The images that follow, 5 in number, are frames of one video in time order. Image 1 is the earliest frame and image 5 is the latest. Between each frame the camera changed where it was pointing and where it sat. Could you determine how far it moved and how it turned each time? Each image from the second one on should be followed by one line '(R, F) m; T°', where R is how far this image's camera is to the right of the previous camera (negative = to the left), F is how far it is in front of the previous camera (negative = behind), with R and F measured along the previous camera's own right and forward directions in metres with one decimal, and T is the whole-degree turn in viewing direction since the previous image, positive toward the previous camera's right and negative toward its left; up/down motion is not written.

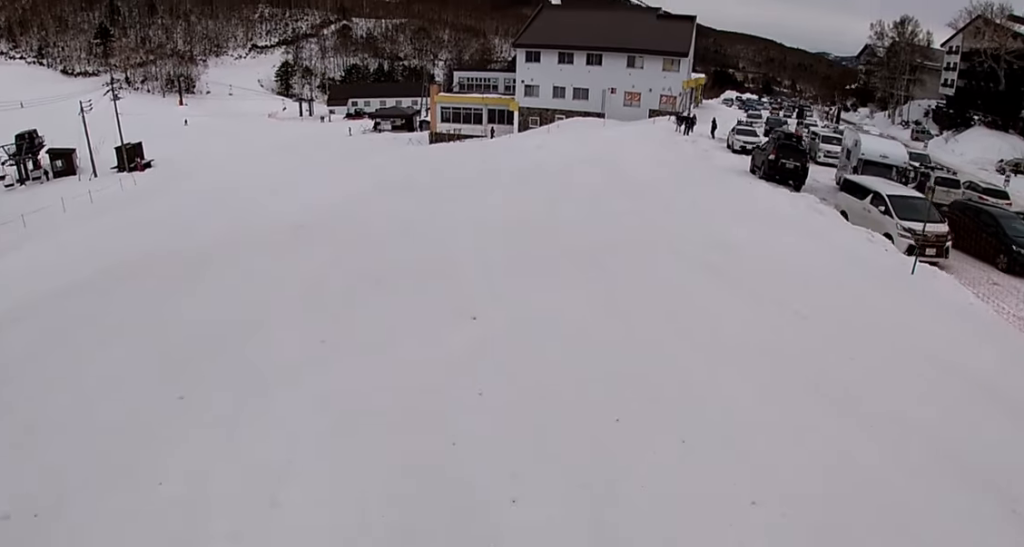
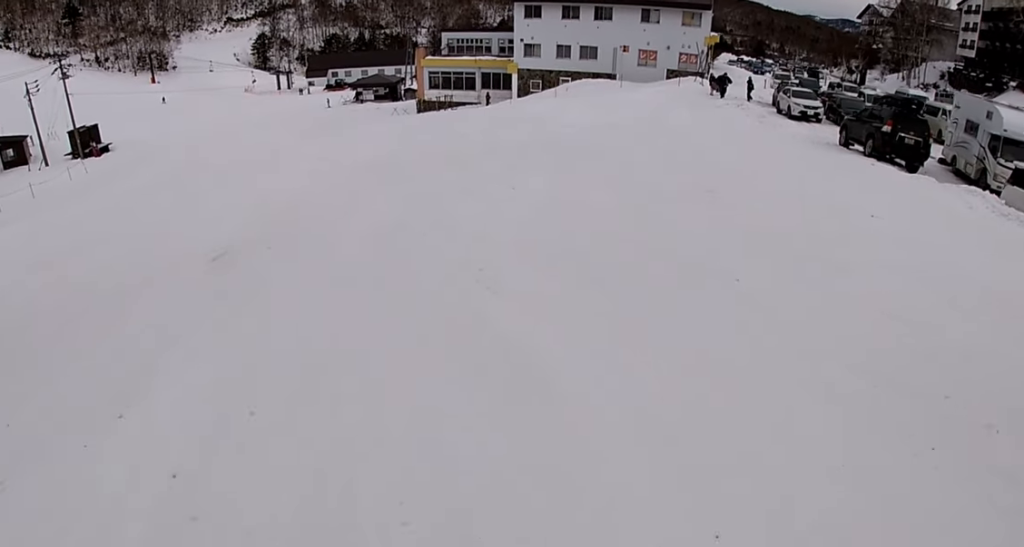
(+0.1, +7.0) m; -3°
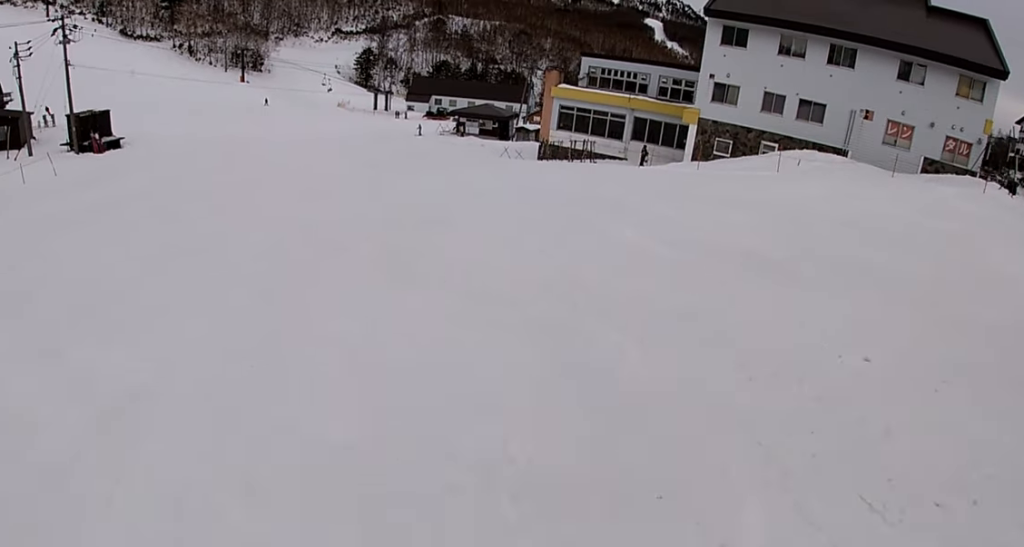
(-2.3, +18.8) m; -10°
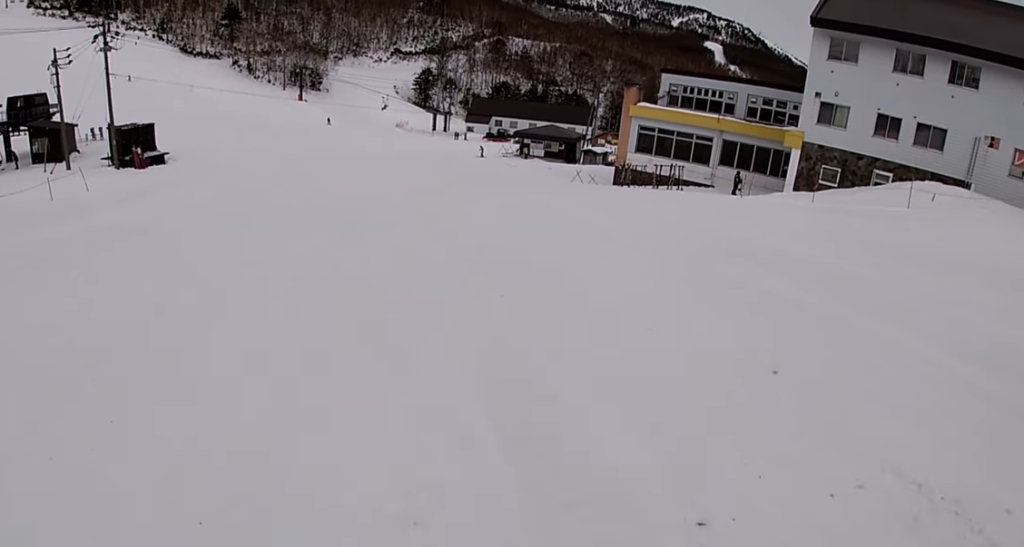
(+0.4, +4.4) m; +1°
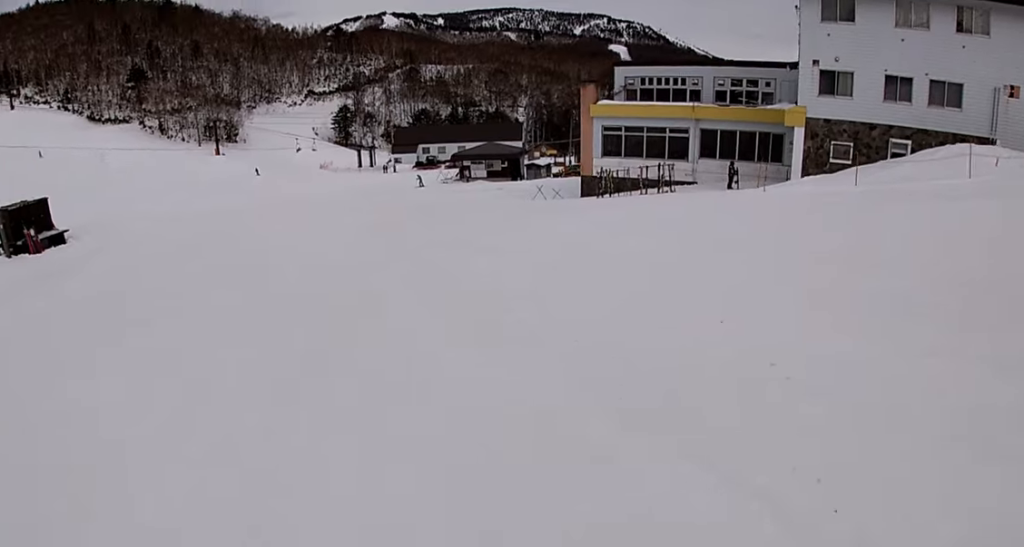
(0.0, +6.6) m; +1°
